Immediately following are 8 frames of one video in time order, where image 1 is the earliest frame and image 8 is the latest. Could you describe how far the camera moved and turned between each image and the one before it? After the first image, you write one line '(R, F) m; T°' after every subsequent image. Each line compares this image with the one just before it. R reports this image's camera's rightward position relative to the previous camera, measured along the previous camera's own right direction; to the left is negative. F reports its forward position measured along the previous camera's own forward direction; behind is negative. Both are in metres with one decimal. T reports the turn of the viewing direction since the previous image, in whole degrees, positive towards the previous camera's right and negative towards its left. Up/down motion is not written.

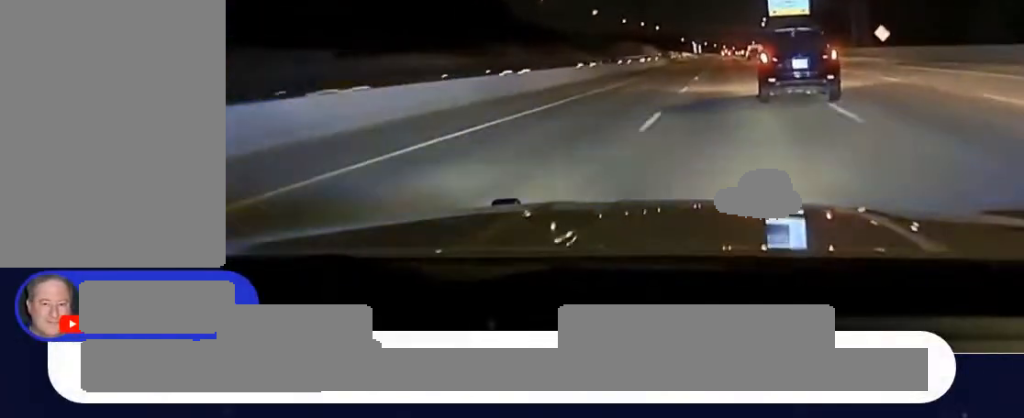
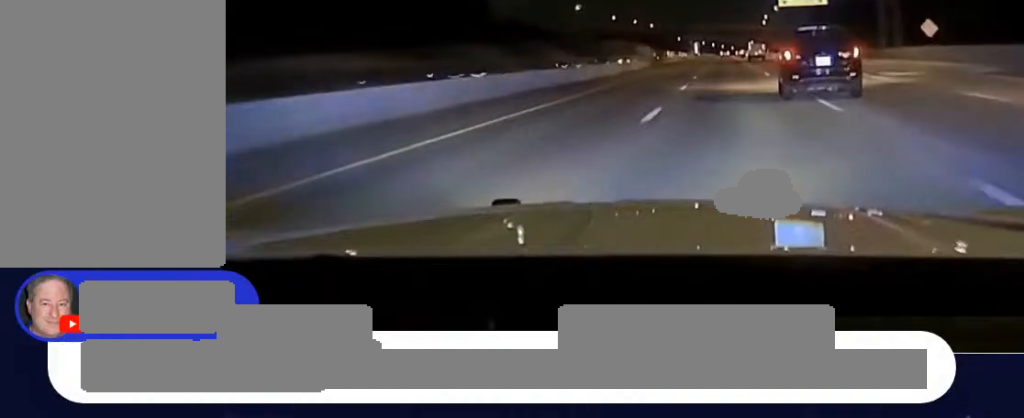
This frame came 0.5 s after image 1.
(+0.1, +19.0) m; 0°
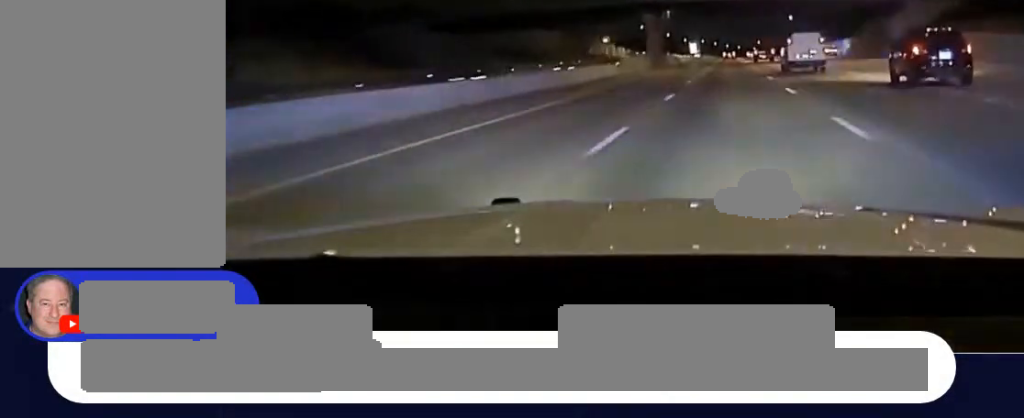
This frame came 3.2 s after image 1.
(+1.2, +103.2) m; +2°
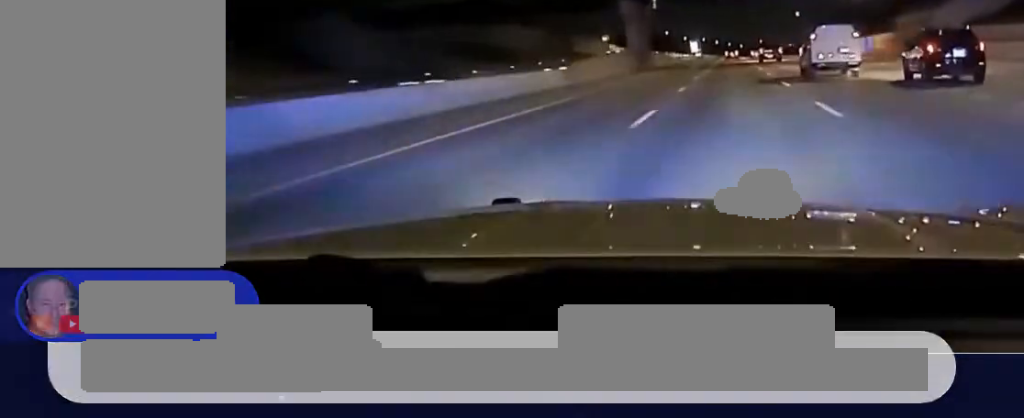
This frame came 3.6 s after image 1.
(+0.3, +20.1) m; 0°
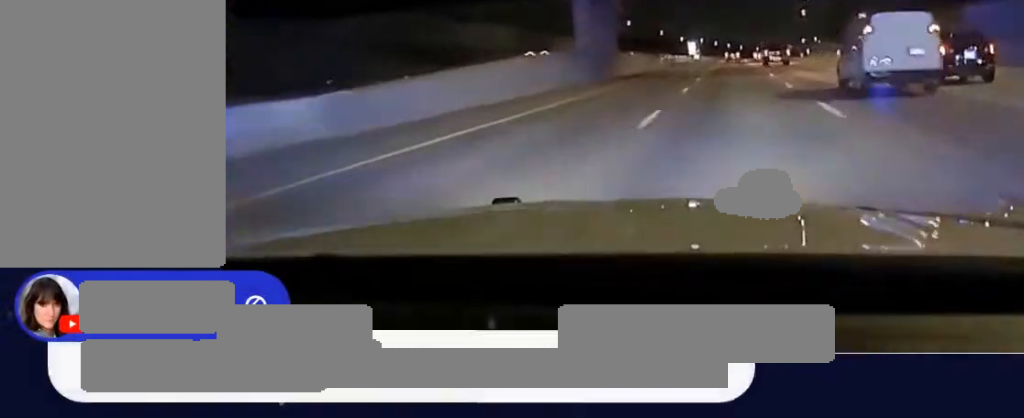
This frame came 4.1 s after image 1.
(+0.3, +25.2) m; 0°
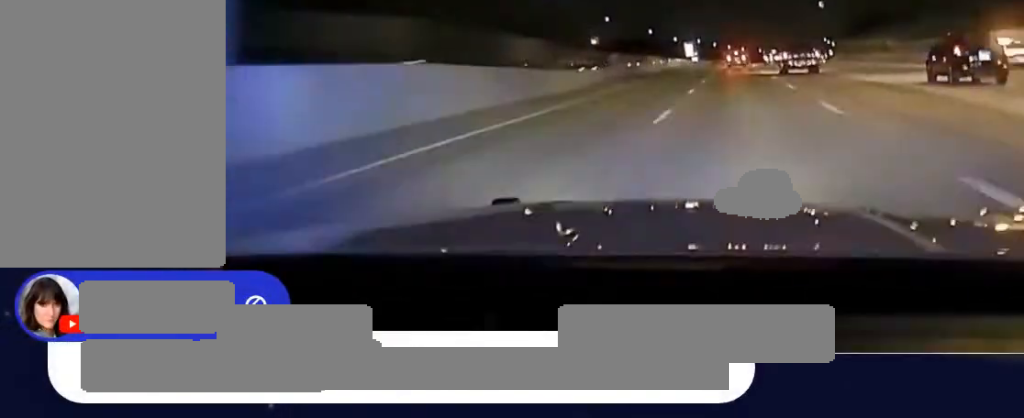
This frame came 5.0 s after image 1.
(-0.2, +56.7) m; -1°
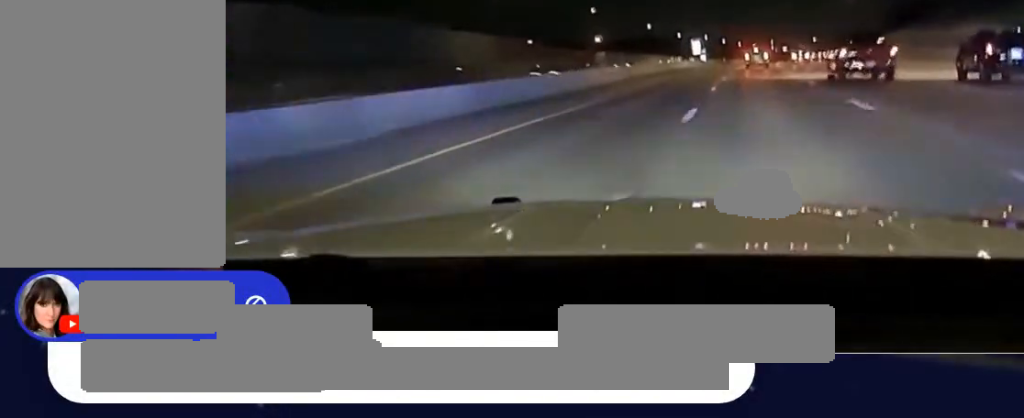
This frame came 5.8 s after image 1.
(-0.5, +48.2) m; 0°
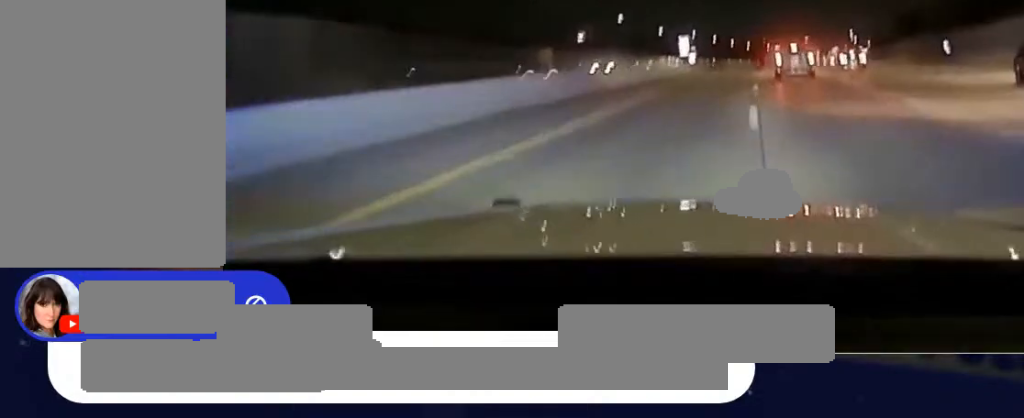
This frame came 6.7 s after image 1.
(+0.2, +53.1) m; +1°
